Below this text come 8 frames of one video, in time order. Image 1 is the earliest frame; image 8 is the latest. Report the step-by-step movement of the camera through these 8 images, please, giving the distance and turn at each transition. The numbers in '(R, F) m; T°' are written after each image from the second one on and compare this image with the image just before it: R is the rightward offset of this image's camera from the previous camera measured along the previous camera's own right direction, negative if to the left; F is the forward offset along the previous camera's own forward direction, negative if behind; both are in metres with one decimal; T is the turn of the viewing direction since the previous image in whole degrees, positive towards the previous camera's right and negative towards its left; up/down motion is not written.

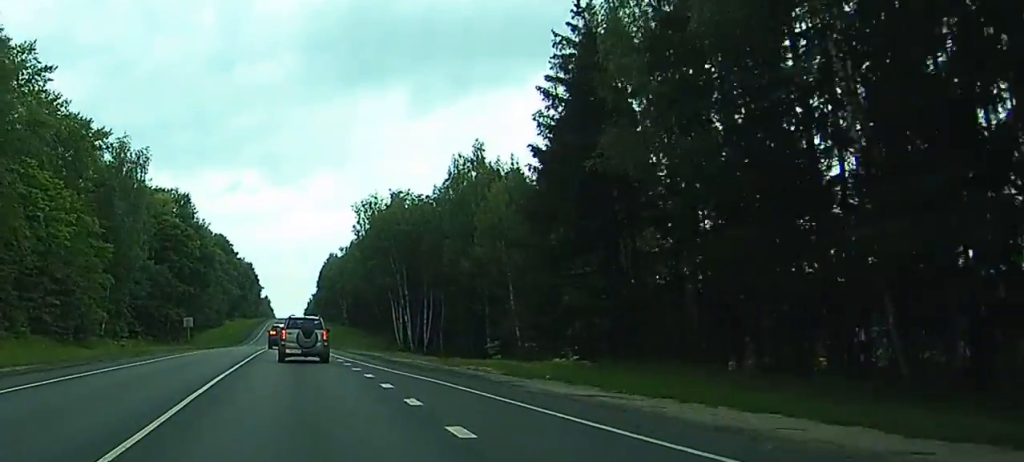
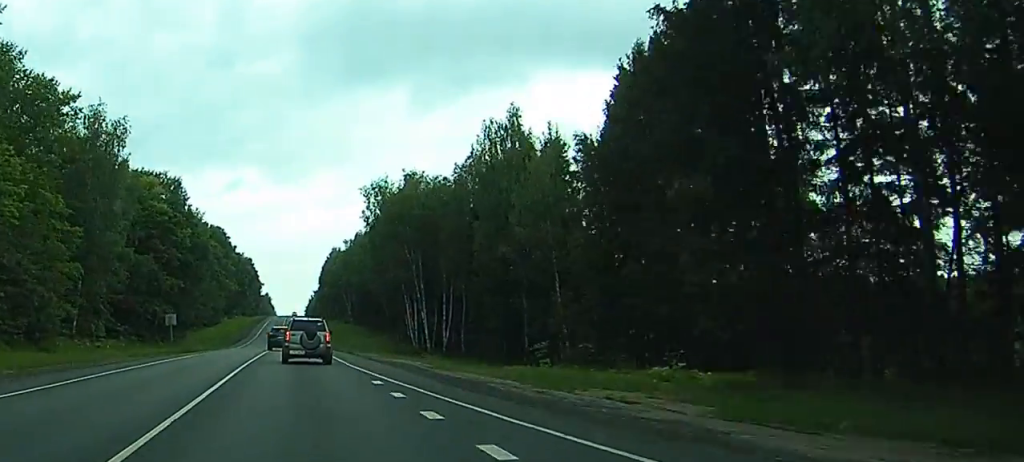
(+0.1, +13.7) m; 0°
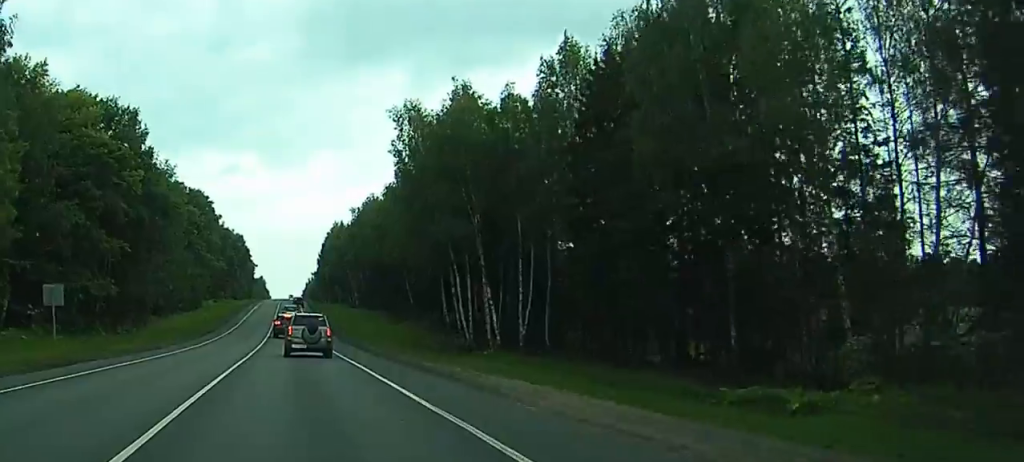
(+0.1, +35.8) m; 0°
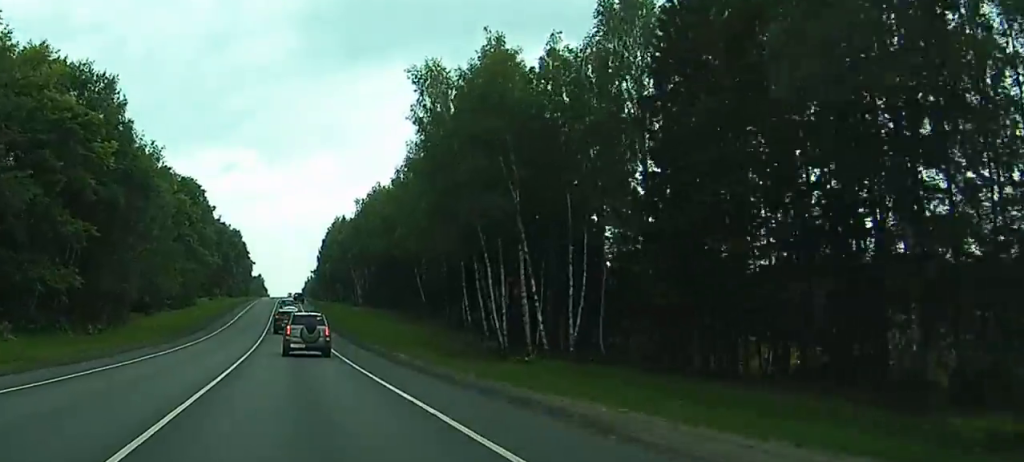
(0.0, +12.7) m; 0°
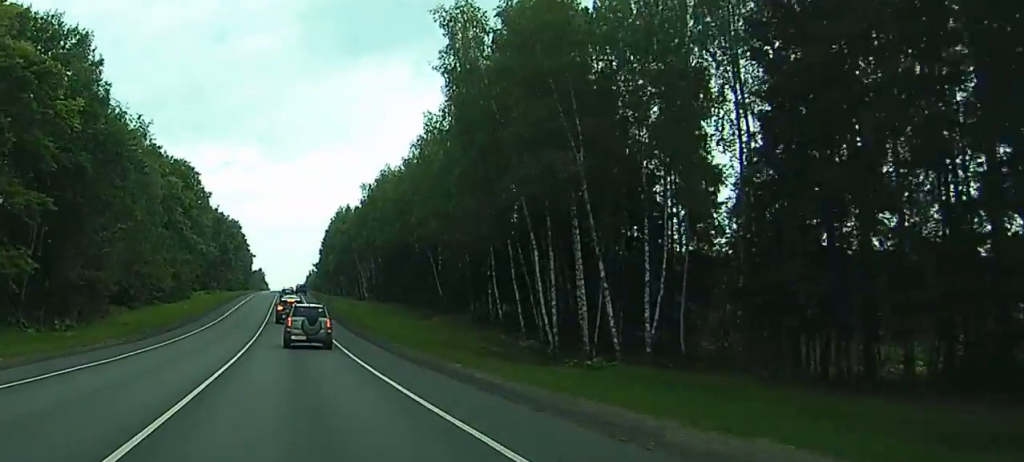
(0.0, +12.0) m; 0°
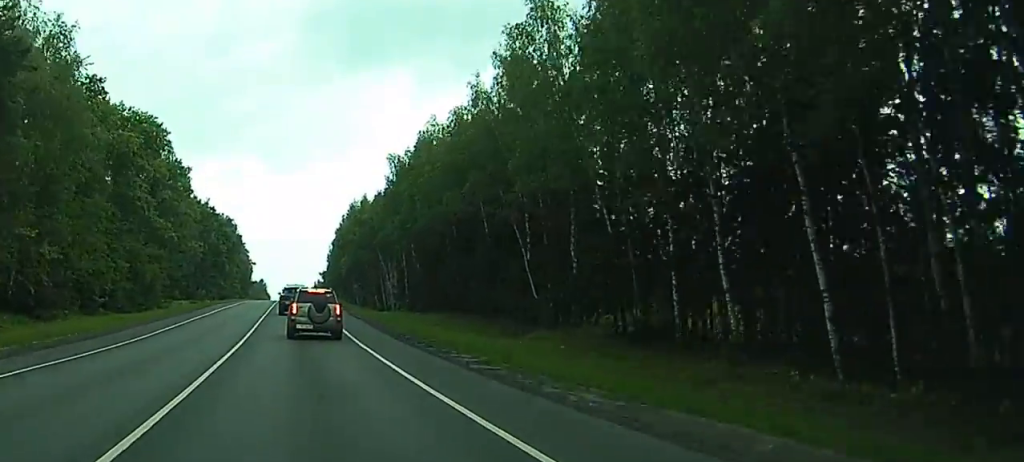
(-0.3, +38.8) m; -1°
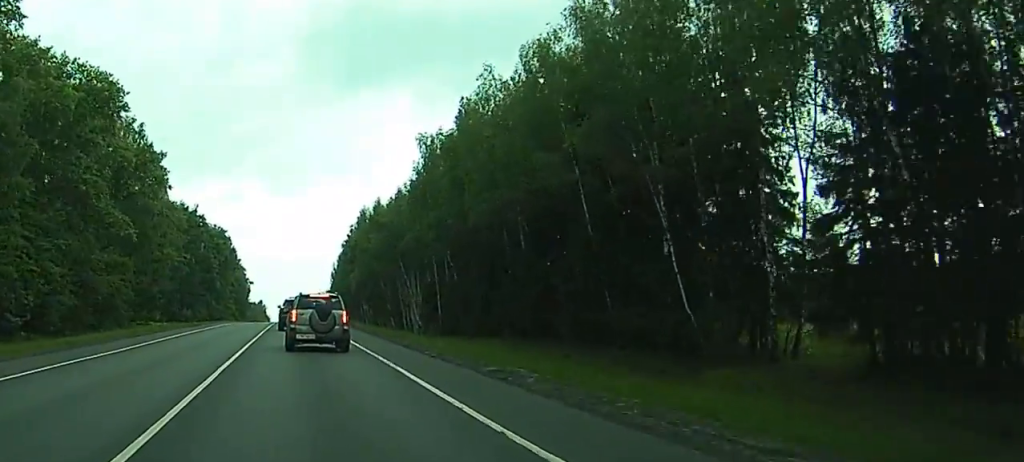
(-0.1, +26.3) m; 0°
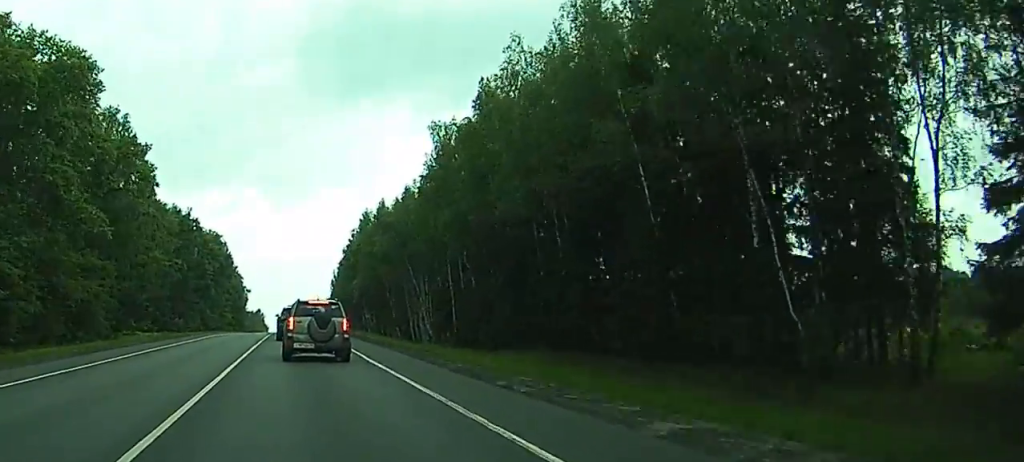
(0.0, +9.4) m; 0°
